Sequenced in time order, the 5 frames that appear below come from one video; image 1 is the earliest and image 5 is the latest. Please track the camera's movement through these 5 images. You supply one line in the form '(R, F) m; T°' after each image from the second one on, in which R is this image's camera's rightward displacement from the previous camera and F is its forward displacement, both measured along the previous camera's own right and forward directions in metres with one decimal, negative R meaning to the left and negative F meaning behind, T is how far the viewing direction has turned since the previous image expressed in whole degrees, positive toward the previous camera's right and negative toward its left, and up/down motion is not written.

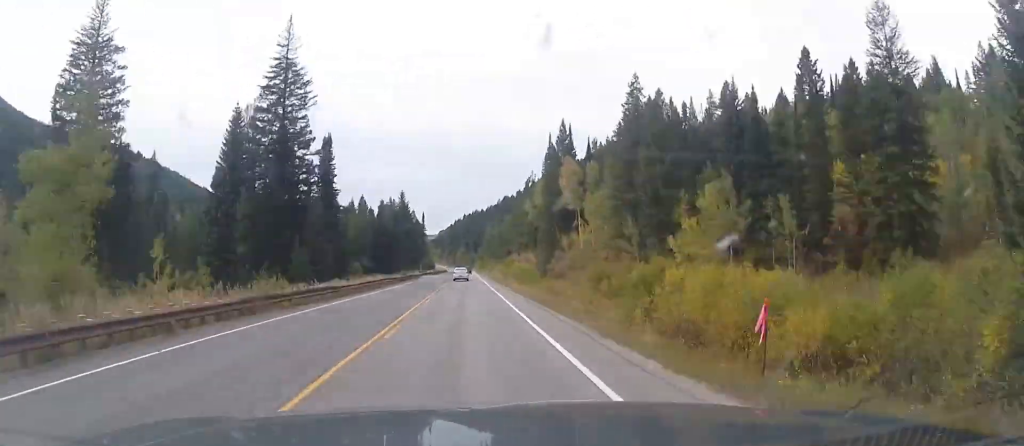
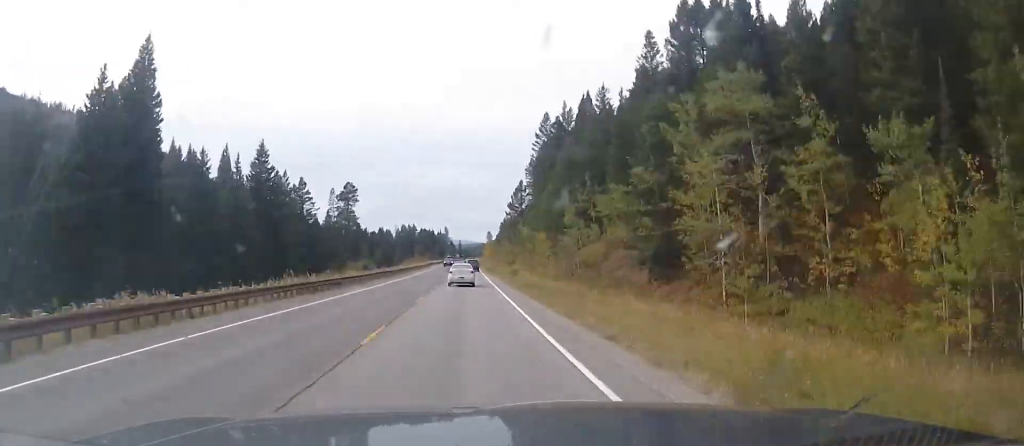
(-19.1, +420.9) m; -5°
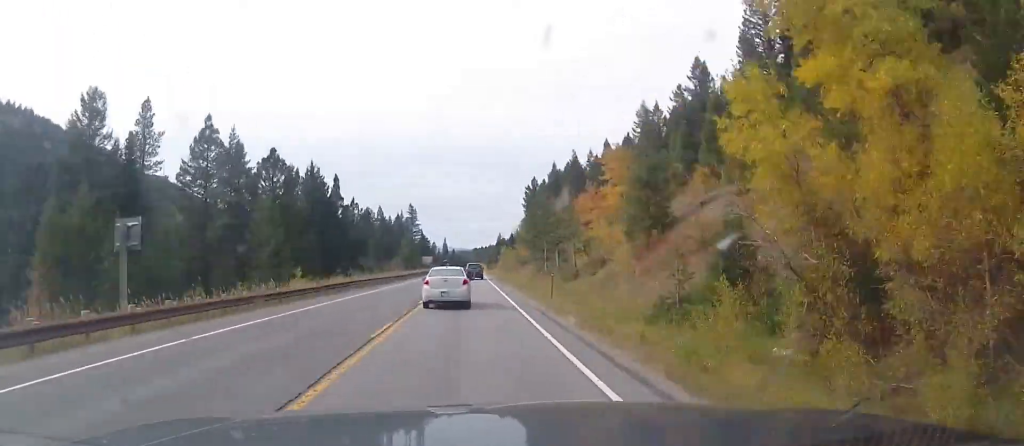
(-1.9, +224.9) m; 0°
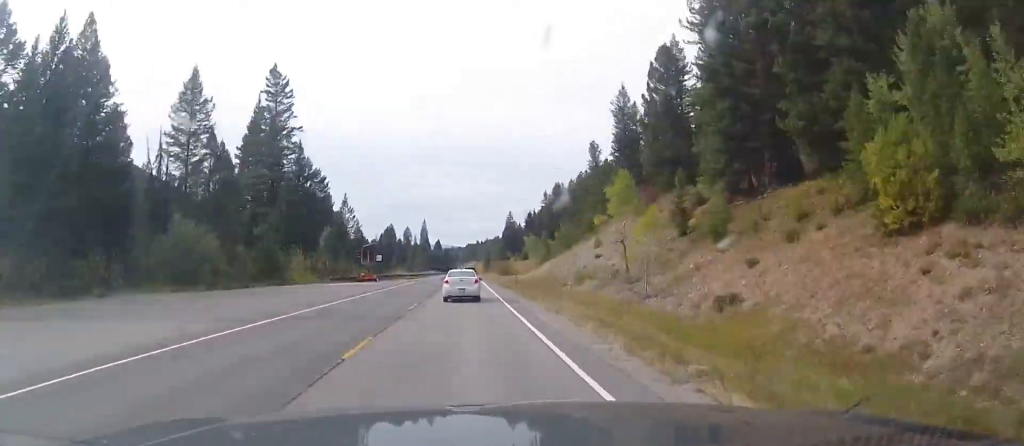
(+1.3, +171.1) m; +1°
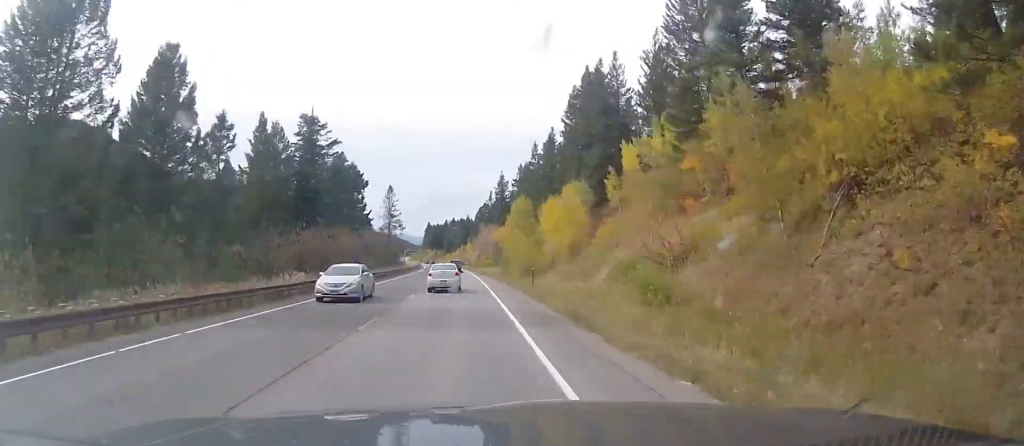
(-4.6, +564.3) m; -5°
